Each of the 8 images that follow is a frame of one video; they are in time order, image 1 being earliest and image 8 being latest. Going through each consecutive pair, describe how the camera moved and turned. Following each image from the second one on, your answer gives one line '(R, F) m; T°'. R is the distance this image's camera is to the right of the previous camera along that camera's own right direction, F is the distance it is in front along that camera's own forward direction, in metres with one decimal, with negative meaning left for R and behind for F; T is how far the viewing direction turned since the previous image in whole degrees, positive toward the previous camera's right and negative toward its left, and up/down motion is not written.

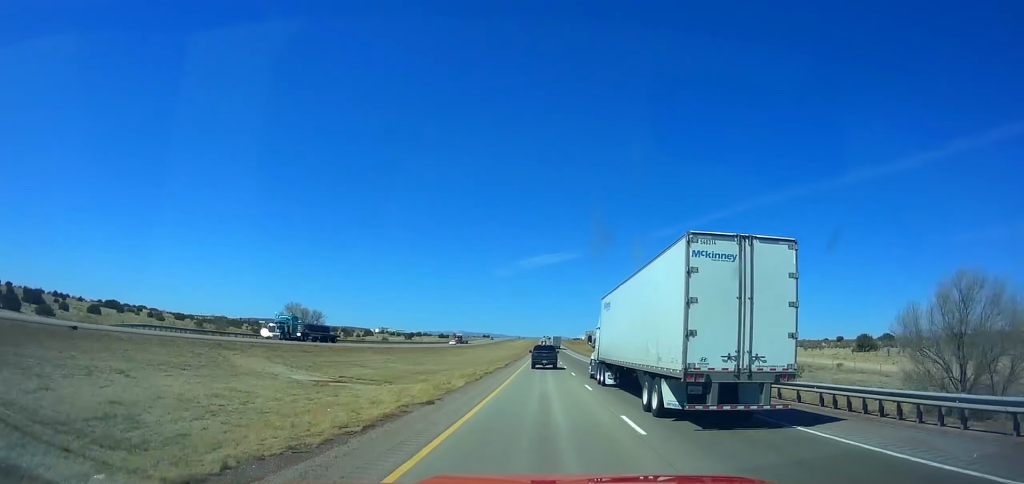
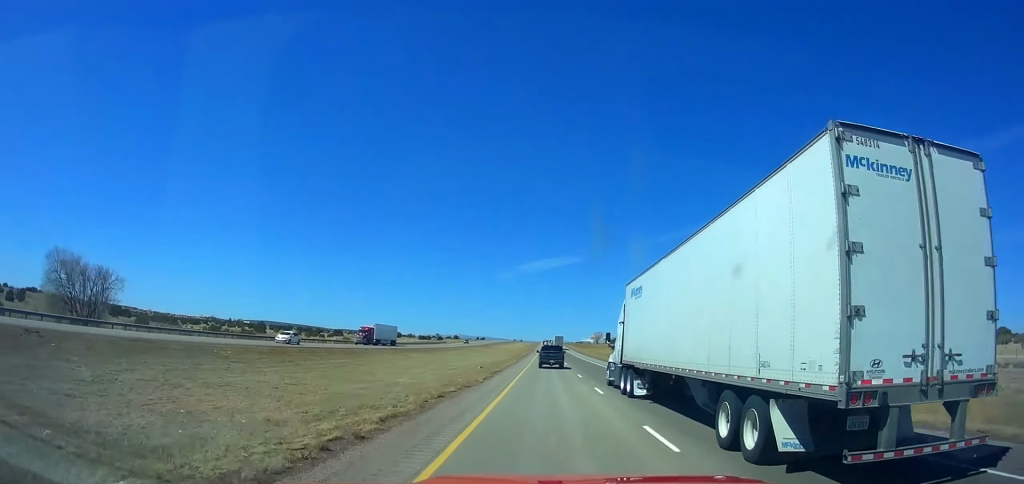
(-0.3, +63.1) m; 0°
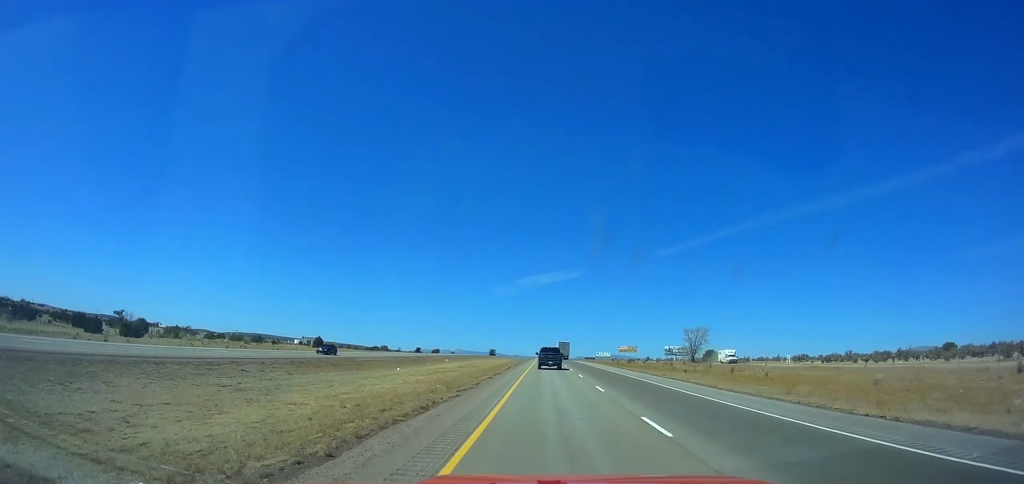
(+0.6, +235.8) m; 0°
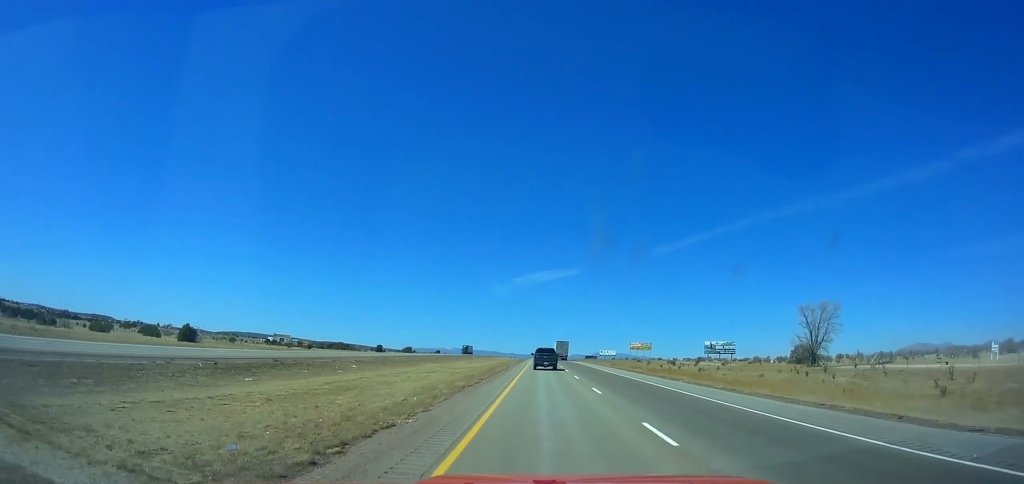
(+0.2, +59.5) m; 0°
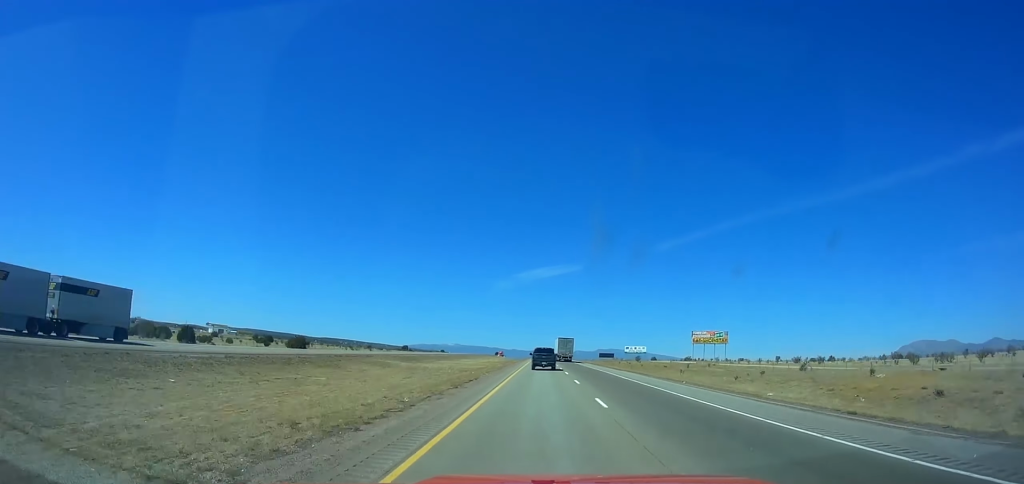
(+0.1, +118.2) m; 0°
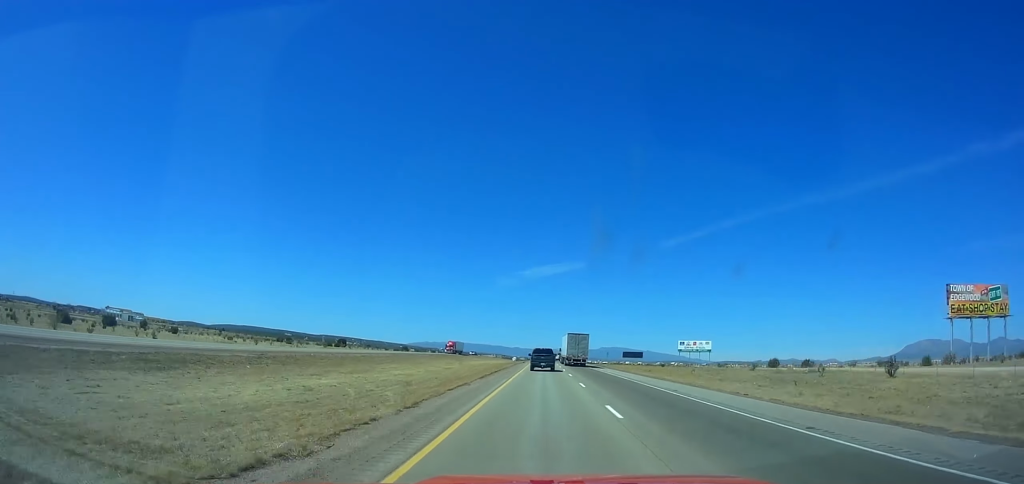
(-0.4, +110.1) m; 0°
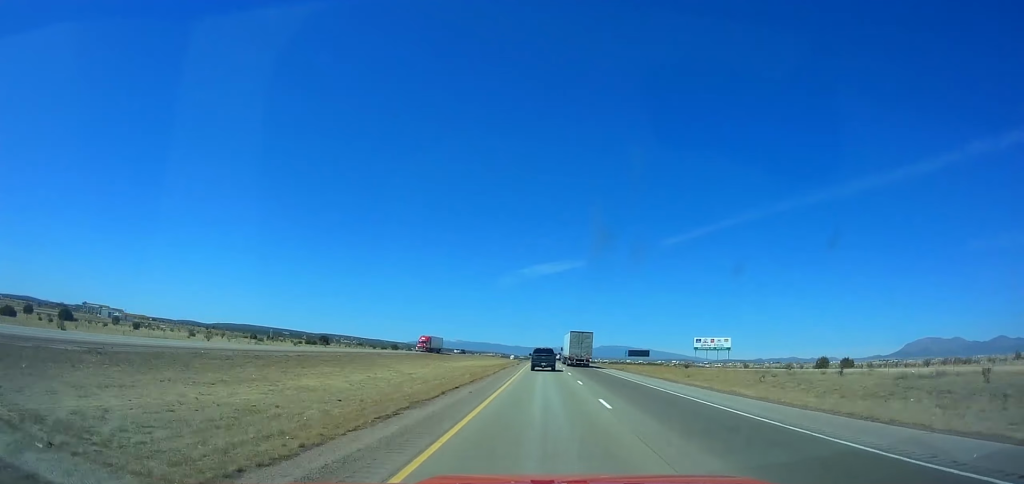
(+0.2, +53.5) m; 0°
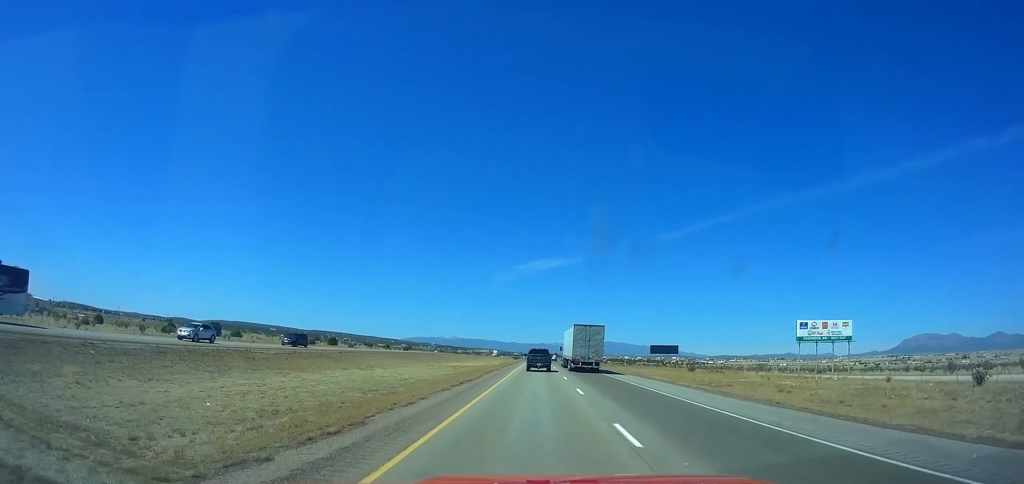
(+0.1, +74.7) m; 0°
